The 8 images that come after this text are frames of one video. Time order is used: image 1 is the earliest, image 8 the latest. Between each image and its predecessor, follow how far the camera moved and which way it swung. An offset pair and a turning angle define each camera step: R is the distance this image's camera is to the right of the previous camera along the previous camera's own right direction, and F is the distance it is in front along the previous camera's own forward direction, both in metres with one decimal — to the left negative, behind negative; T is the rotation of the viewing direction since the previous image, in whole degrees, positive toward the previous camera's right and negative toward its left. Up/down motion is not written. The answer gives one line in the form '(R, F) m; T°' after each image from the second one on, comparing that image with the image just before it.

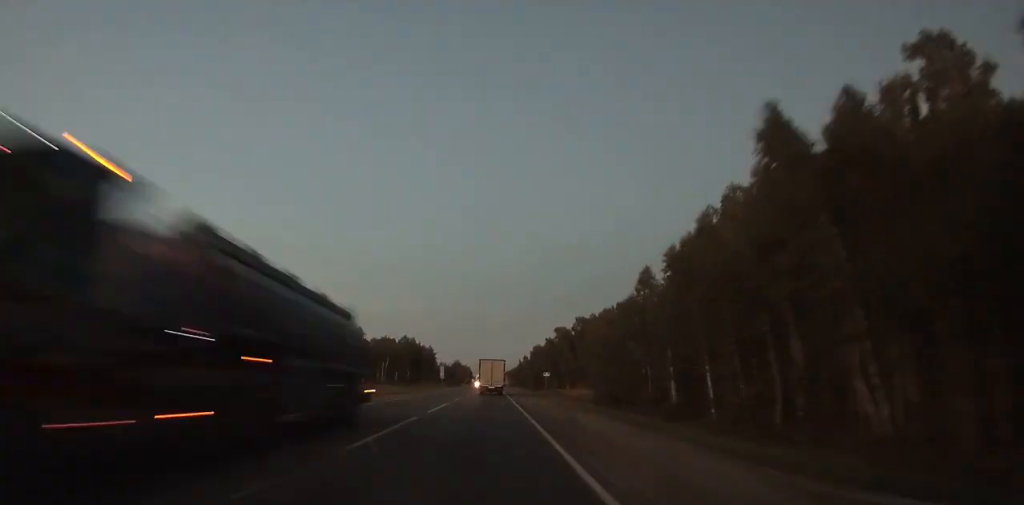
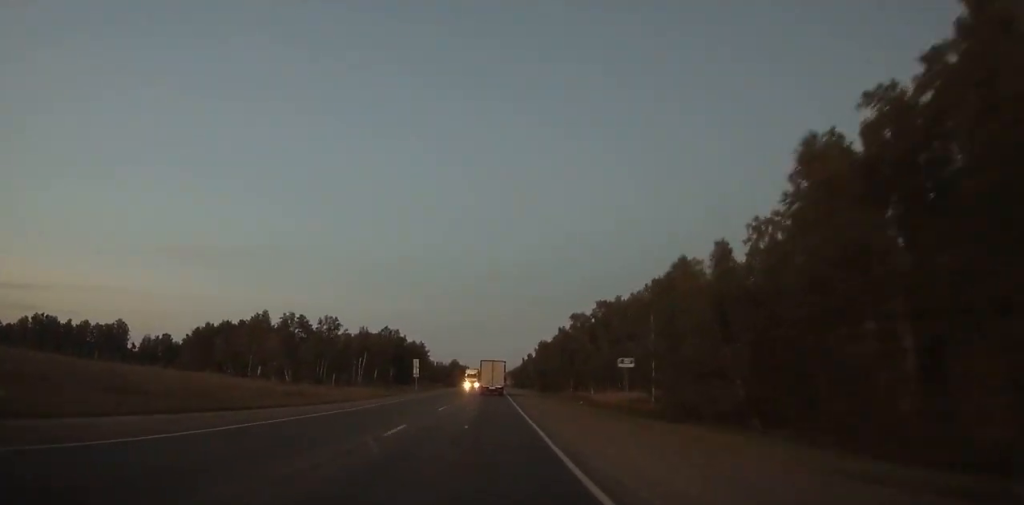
(0.0, +38.6) m; 0°
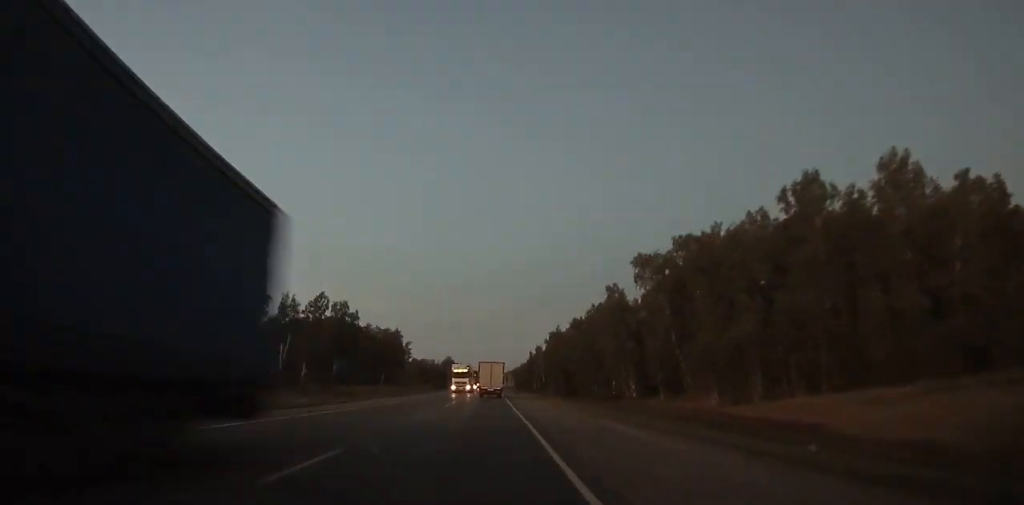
(-0.3, +68.0) m; 0°
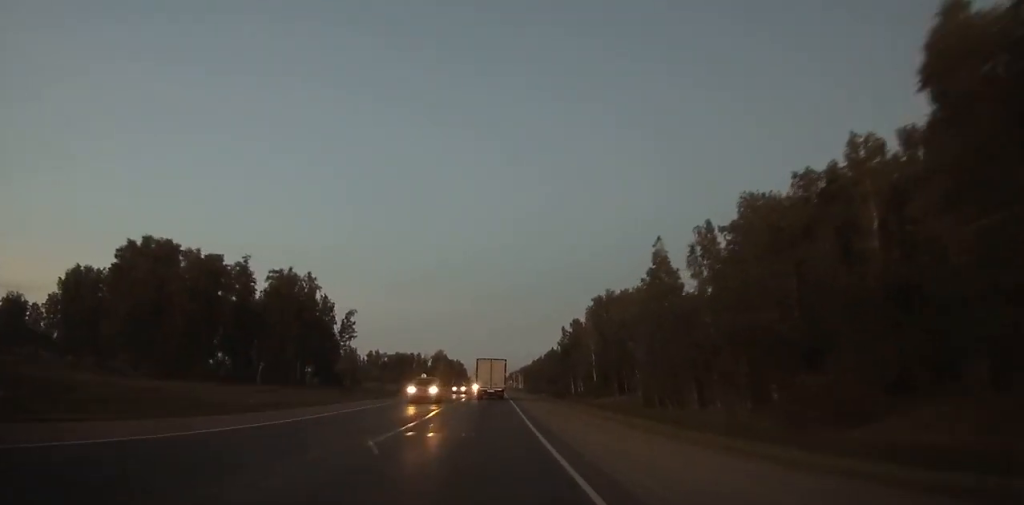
(-0.5, +102.0) m; 0°
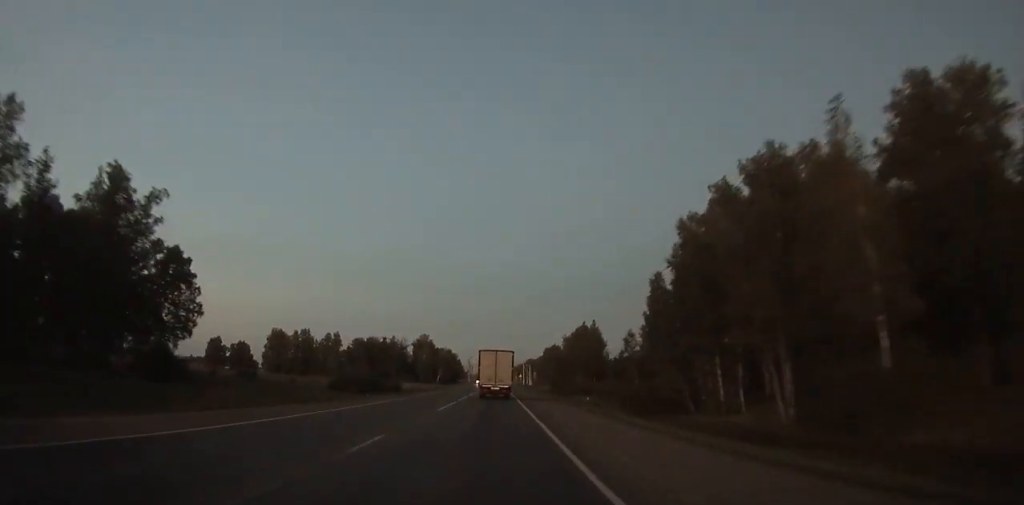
(+0.2, +84.8) m; 0°
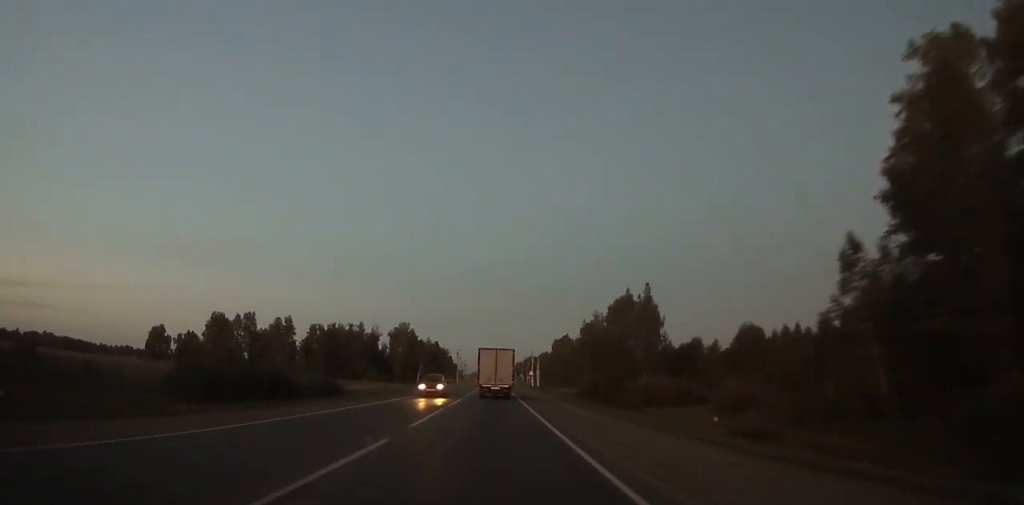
(+0.1, +56.8) m; 0°
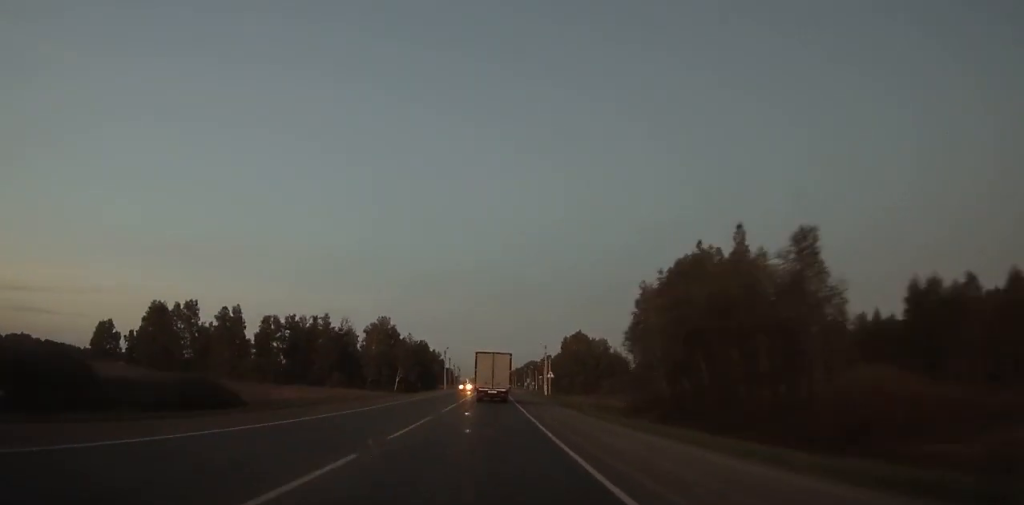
(+0.1, +38.0) m; 0°
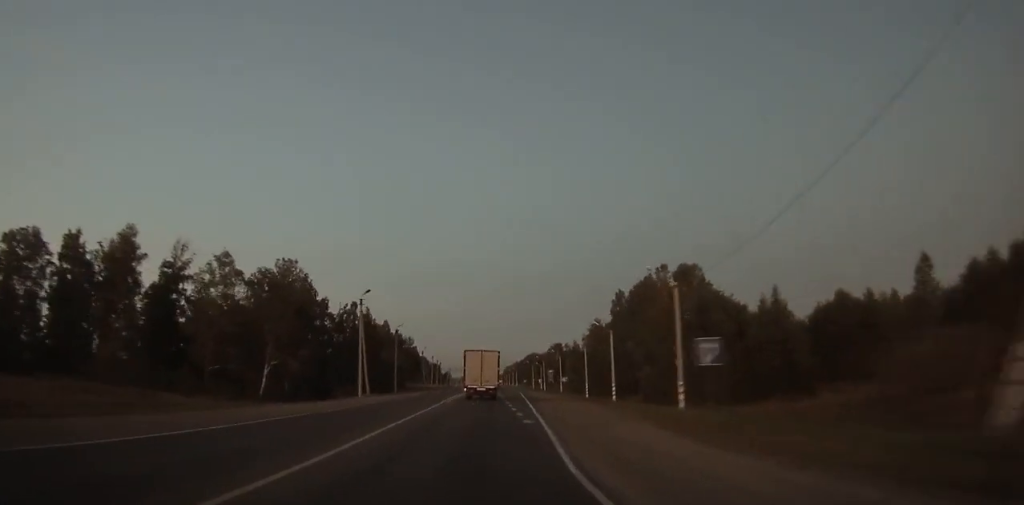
(+0.2, +88.4) m; 0°
